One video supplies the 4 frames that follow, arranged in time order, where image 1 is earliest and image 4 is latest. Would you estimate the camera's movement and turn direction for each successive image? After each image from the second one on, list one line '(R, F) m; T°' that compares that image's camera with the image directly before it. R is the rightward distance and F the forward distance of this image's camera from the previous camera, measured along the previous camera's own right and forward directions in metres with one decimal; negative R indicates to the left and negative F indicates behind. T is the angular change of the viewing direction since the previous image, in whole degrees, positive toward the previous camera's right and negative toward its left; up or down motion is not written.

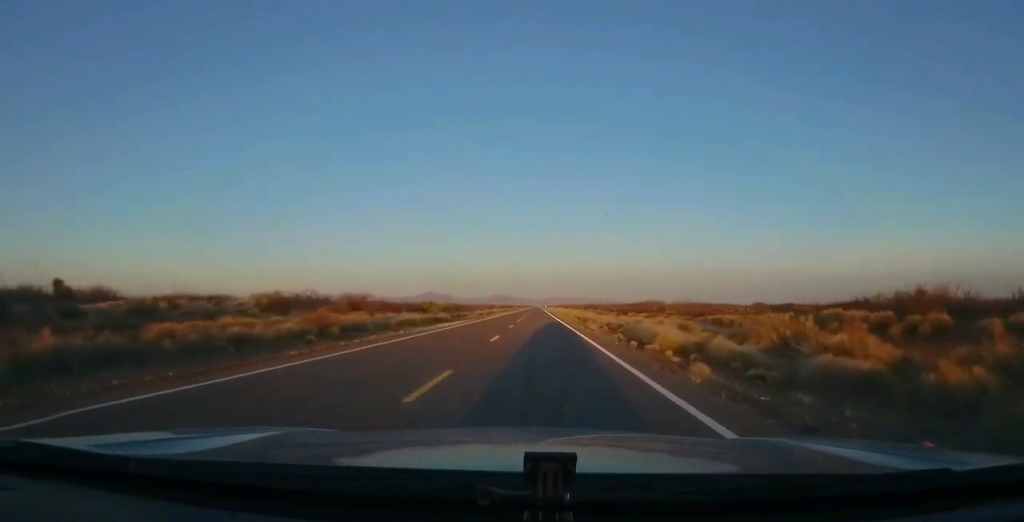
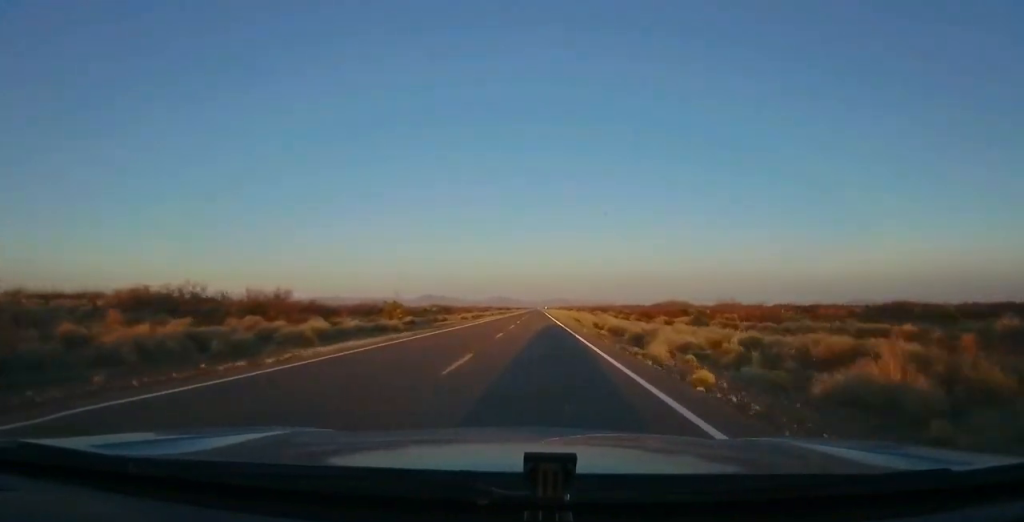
(+0.2, +20.6) m; -1°
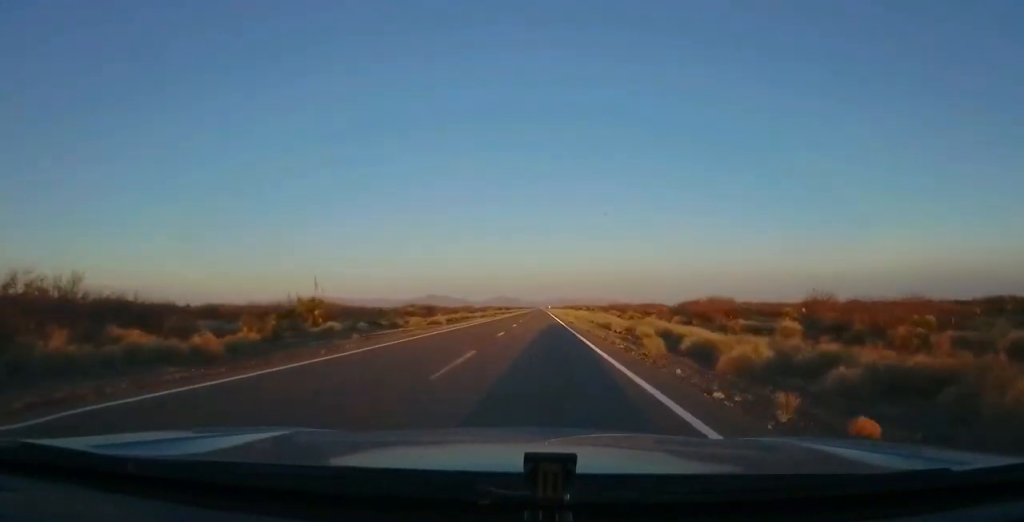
(-0.5, +23.6) m; 0°
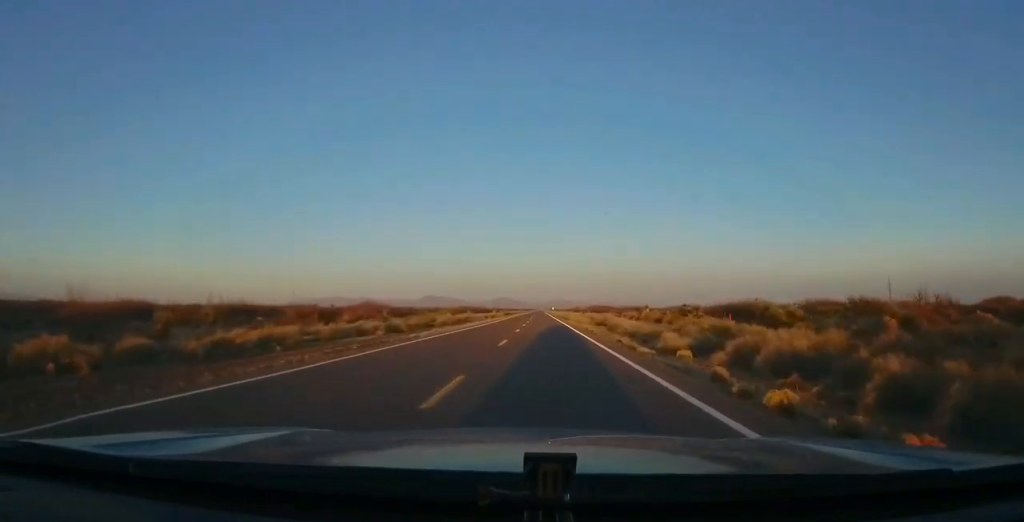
(-0.2, +126.3) m; 0°
